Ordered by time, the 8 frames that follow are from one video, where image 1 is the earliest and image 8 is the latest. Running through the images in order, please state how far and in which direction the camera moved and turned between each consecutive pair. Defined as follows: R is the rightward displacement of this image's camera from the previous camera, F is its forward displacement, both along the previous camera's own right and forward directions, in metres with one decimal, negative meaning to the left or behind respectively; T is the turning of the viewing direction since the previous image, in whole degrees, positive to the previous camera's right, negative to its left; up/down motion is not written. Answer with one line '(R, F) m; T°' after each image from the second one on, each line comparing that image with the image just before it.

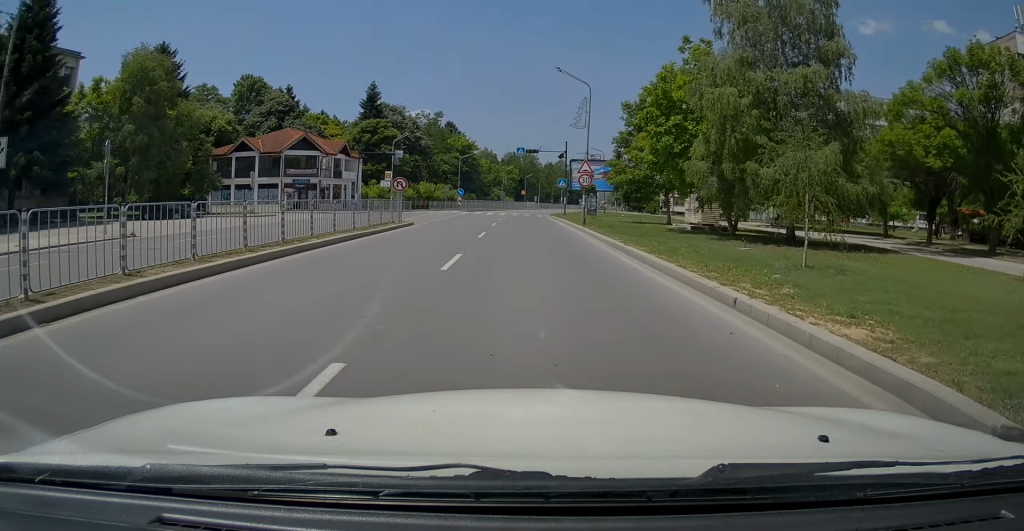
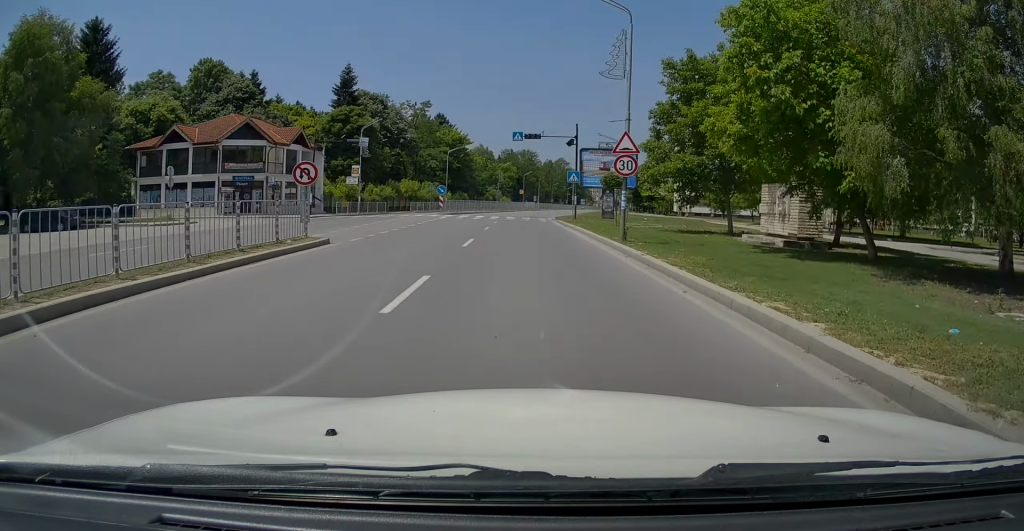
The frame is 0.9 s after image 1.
(0.0, +12.9) m; 0°
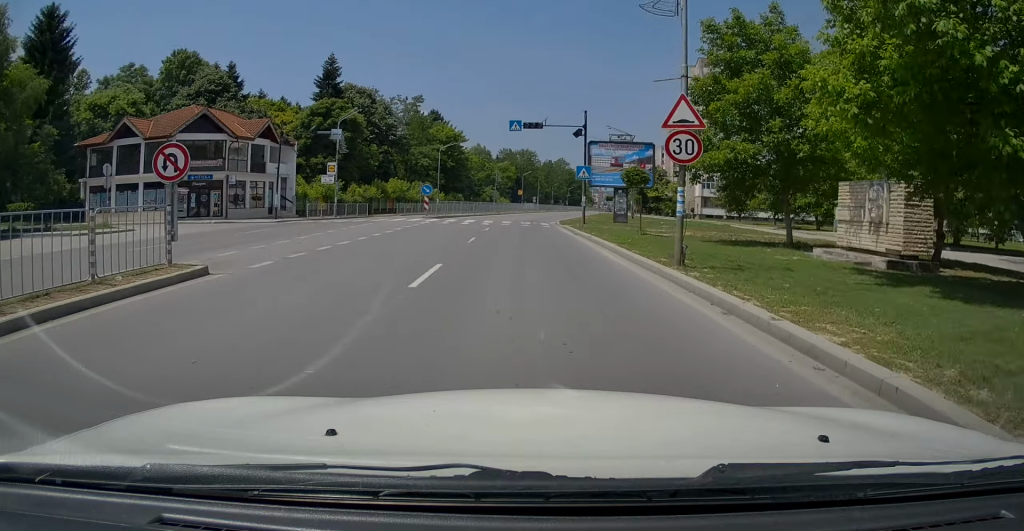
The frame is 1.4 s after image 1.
(0.0, +6.9) m; 0°
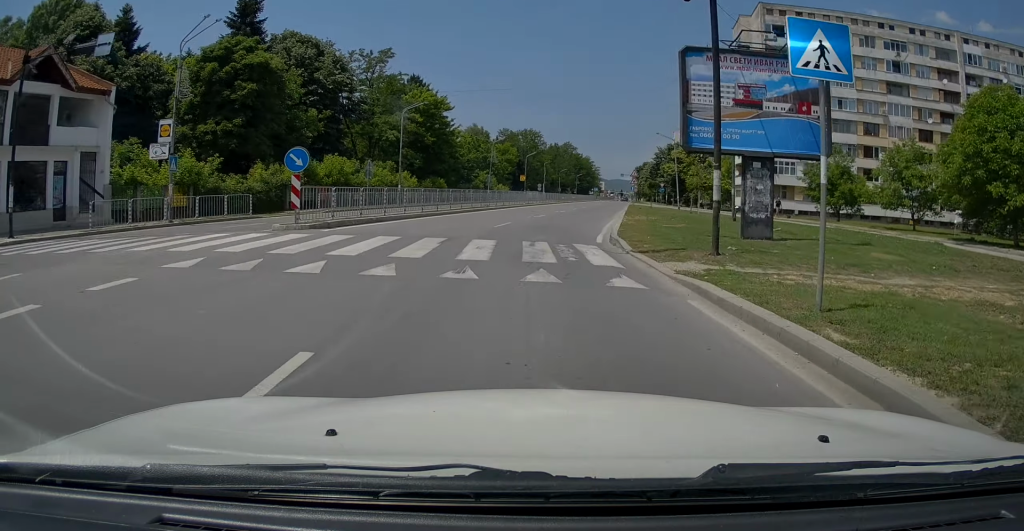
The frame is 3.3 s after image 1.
(+0.2, +24.6) m; +2°
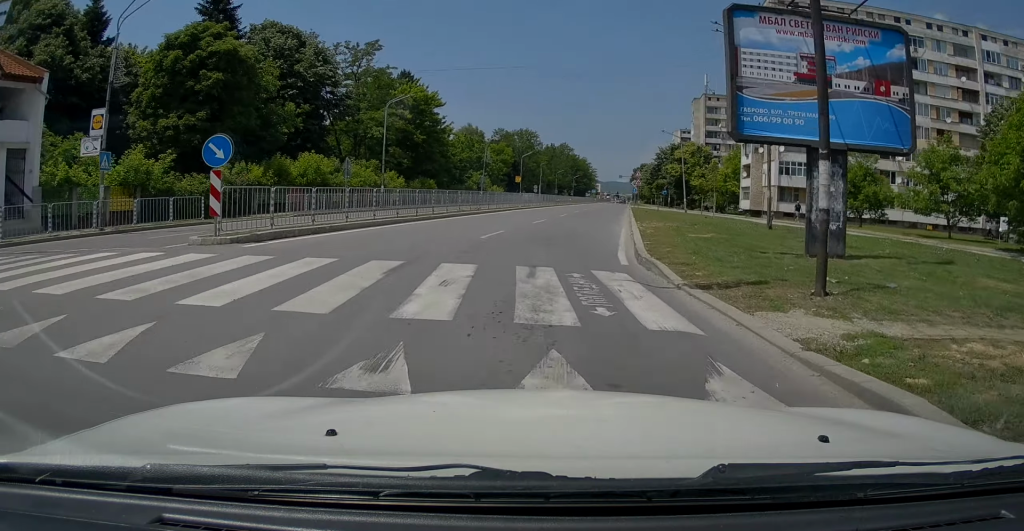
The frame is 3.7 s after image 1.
(0.0, +4.8) m; +1°
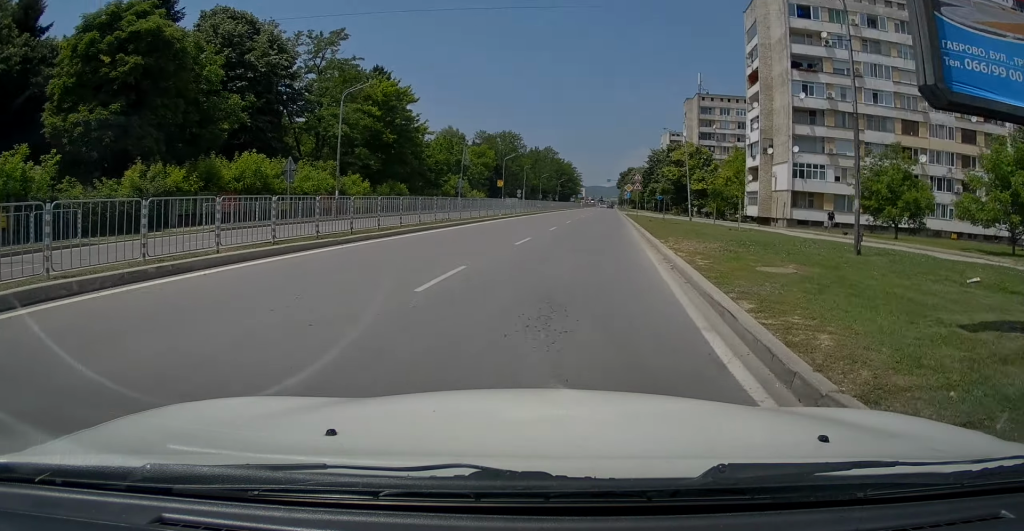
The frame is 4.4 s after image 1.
(+0.1, +7.9) m; +1°
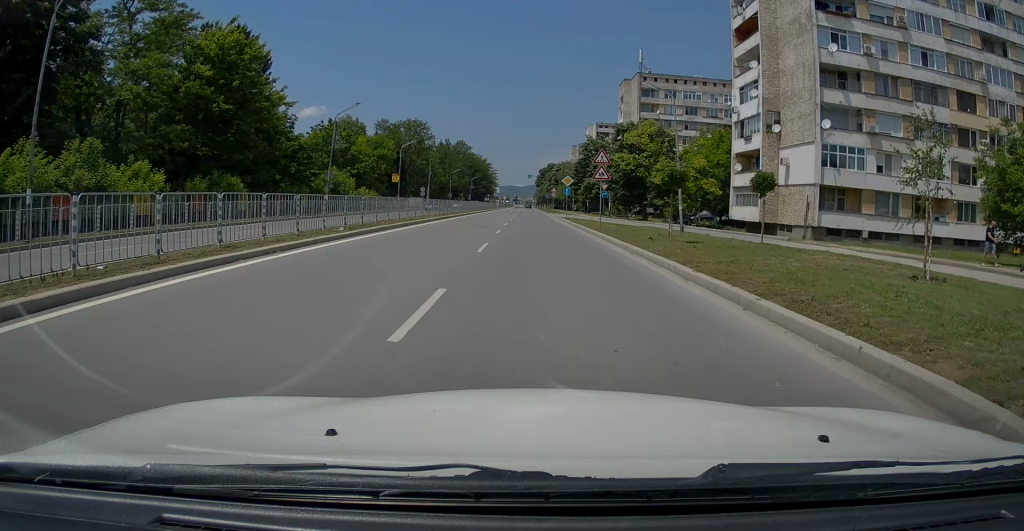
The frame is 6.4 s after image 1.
(+0.4, +20.2) m; +3°
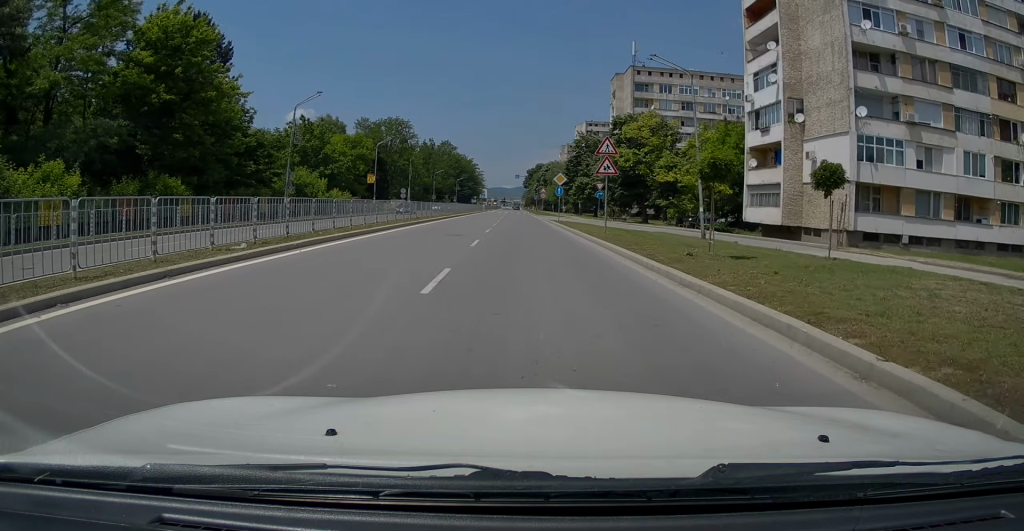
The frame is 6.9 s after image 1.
(+0.1, +6.0) m; +1°
